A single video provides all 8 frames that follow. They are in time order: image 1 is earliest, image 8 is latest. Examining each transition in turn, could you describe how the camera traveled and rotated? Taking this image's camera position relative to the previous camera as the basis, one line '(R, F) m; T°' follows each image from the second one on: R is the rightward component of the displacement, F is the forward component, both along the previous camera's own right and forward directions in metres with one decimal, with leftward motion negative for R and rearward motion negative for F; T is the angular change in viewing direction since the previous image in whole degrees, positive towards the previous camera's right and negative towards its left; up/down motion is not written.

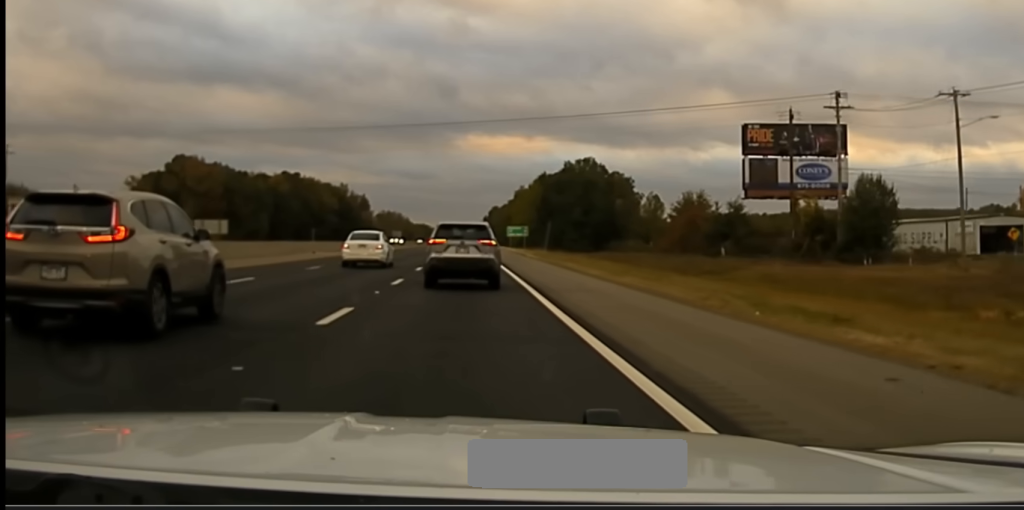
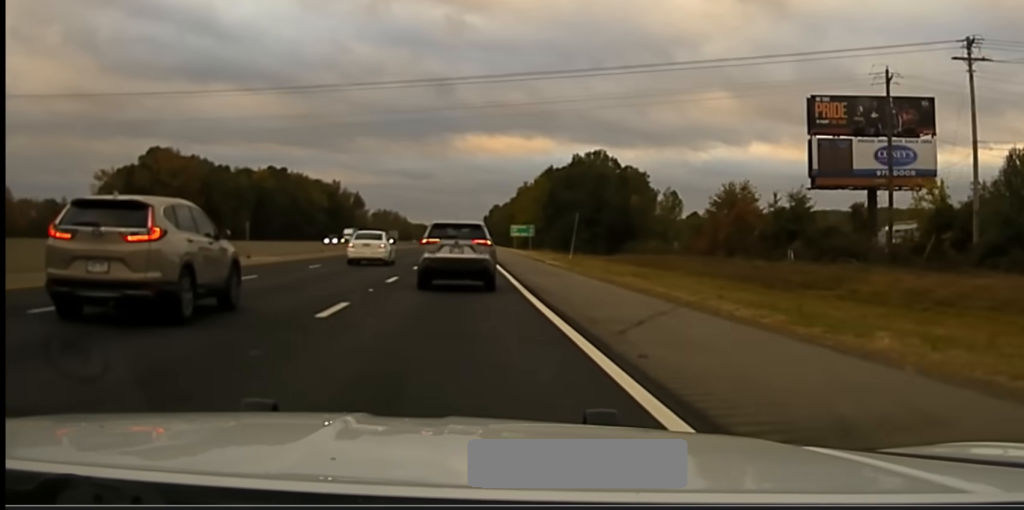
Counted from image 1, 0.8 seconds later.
(-0.1, +25.3) m; 0°
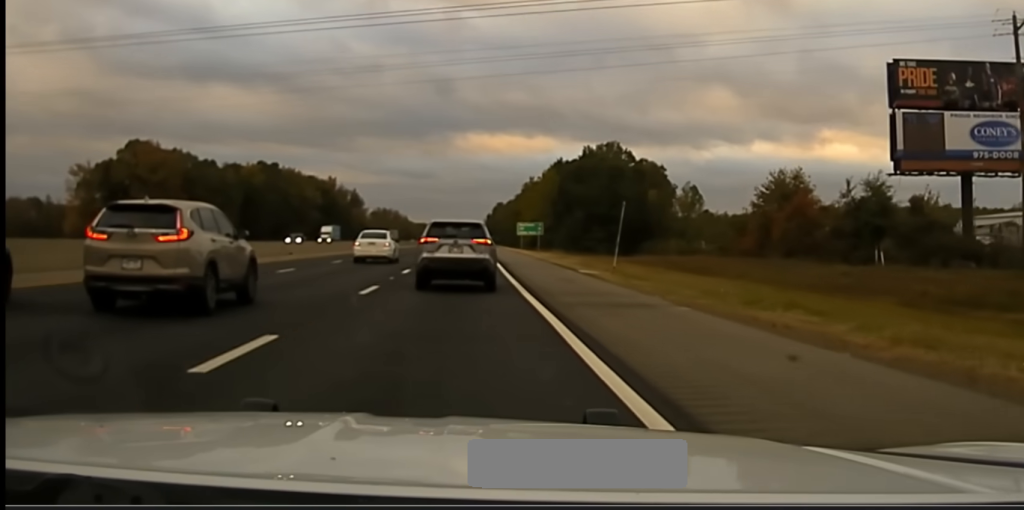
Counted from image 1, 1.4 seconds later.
(-0.1, +20.7) m; 0°
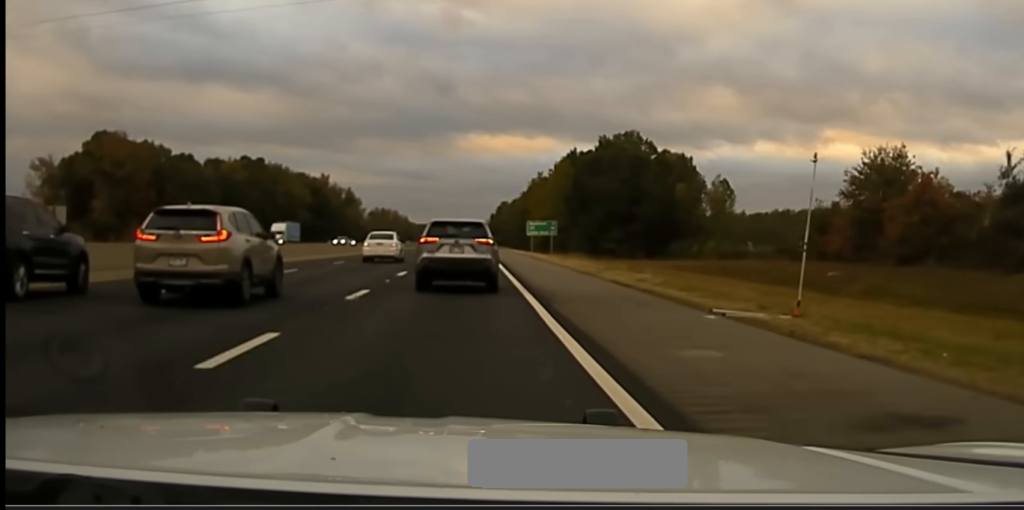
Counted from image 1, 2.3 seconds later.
(+0.2, +27.0) m; 0°
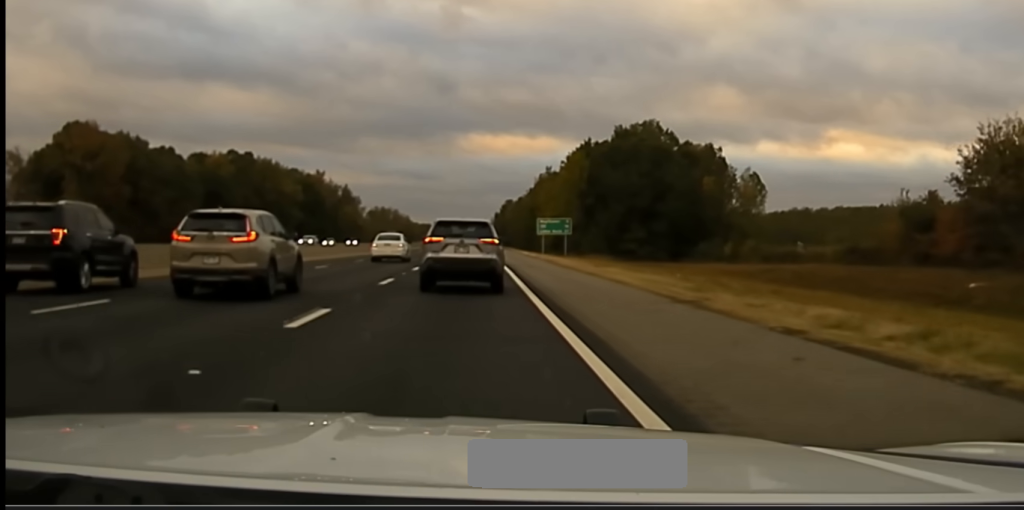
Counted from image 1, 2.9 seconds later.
(-0.1, +18.9) m; 0°
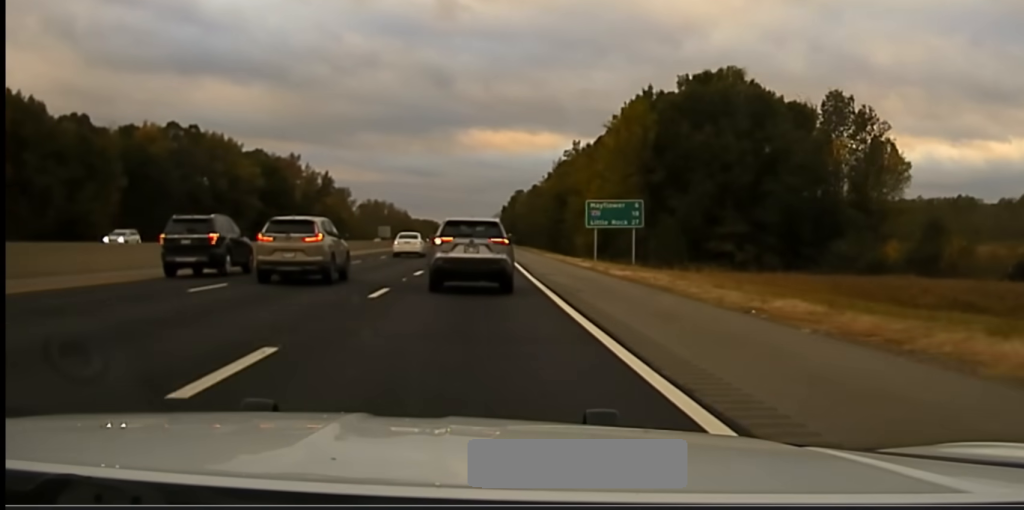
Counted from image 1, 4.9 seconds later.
(-0.3, +56.6) m; 0°
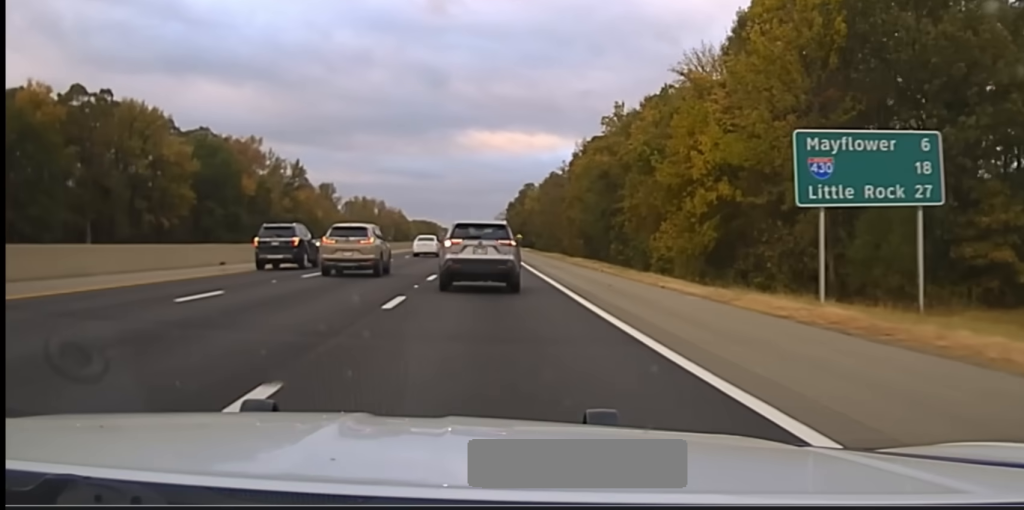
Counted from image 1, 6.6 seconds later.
(+0.3, +47.7) m; +1°
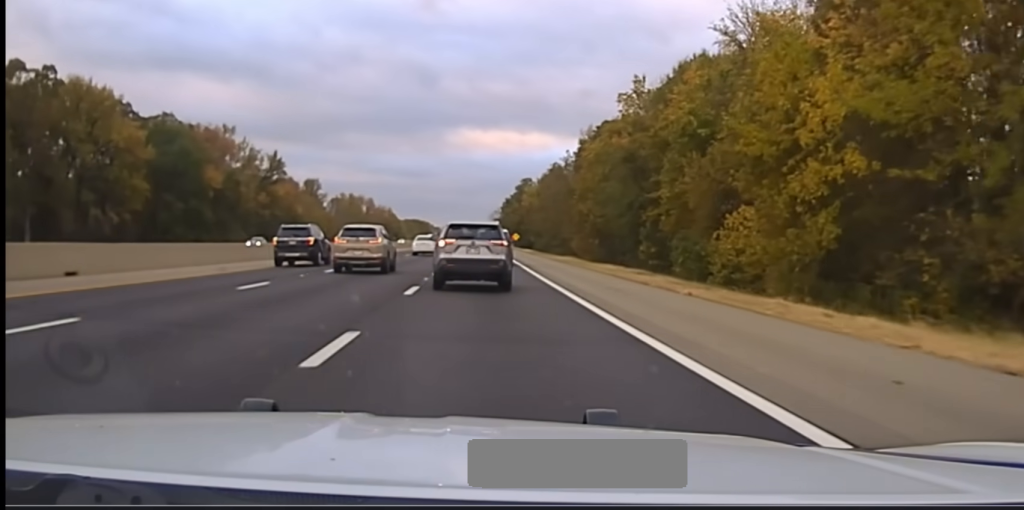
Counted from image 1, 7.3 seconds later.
(-0.1, +18.6) m; 0°
